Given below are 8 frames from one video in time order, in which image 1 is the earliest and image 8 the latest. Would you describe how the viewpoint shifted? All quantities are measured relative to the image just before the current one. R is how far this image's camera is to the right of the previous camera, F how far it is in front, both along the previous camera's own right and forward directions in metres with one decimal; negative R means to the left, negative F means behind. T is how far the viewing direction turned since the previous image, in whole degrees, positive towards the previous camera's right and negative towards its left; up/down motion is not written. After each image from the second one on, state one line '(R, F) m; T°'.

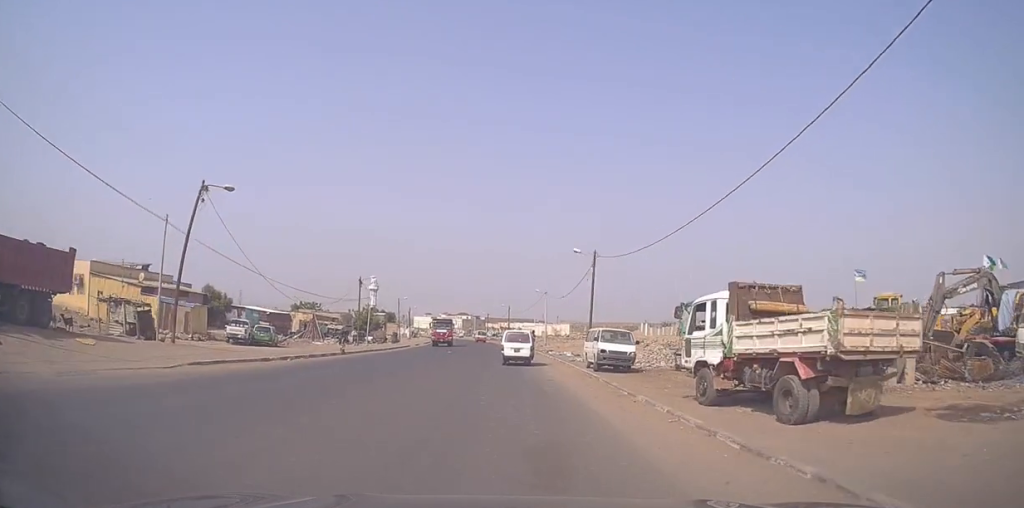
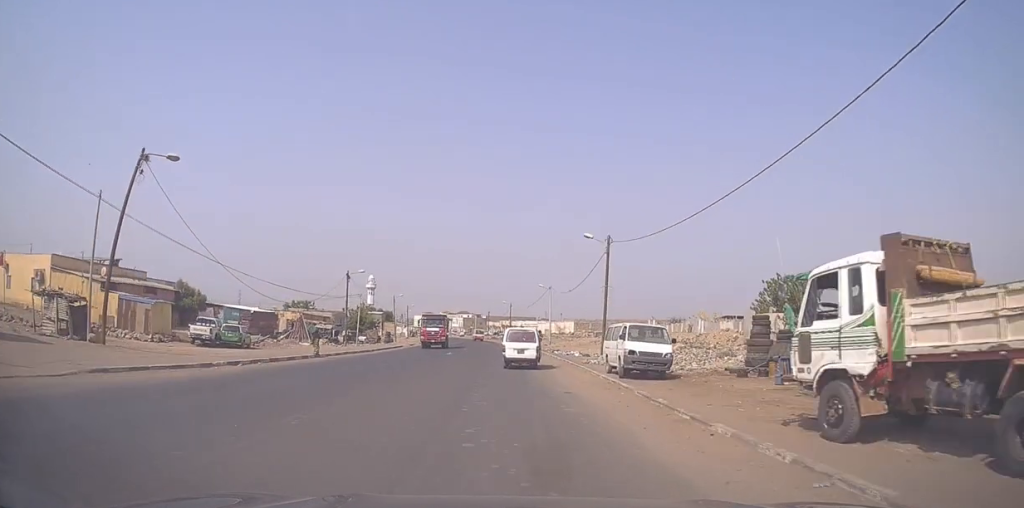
(0.0, +5.5) m; -1°
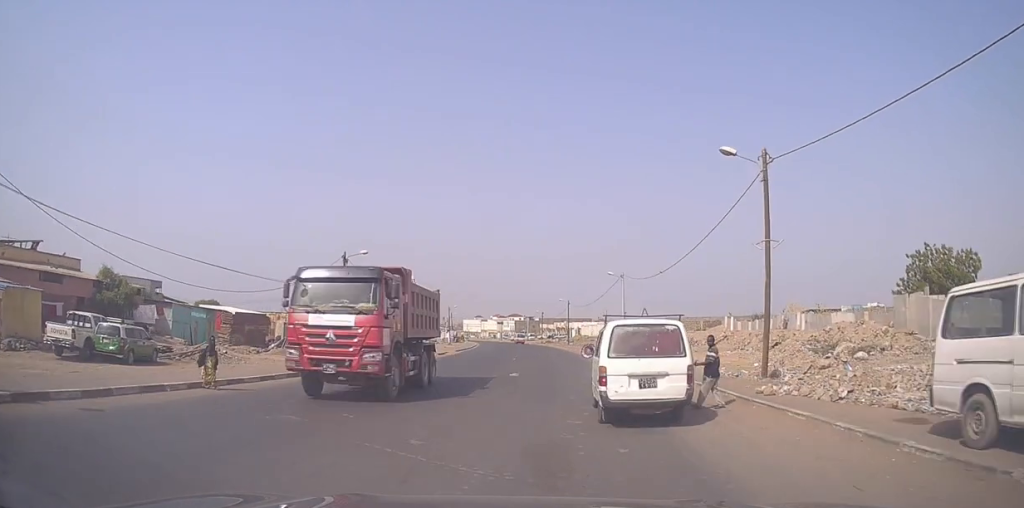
(-1.0, +18.1) m; -6°
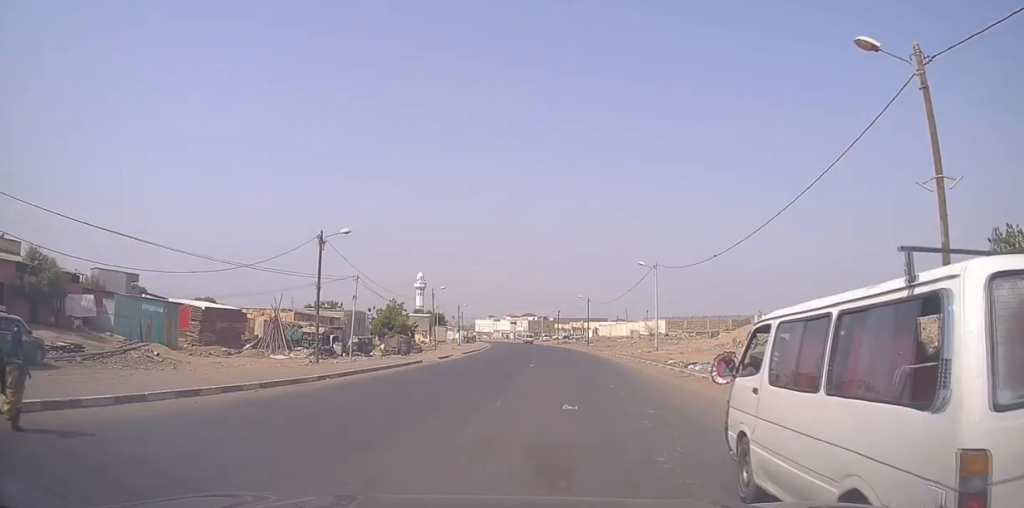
(0.0, +8.5) m; +2°
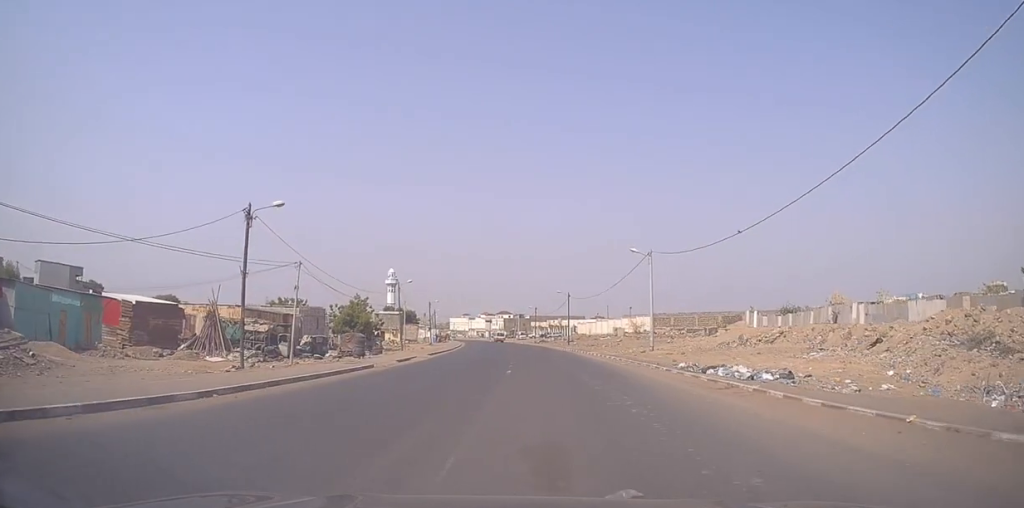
(+0.3, +7.0) m; 0°
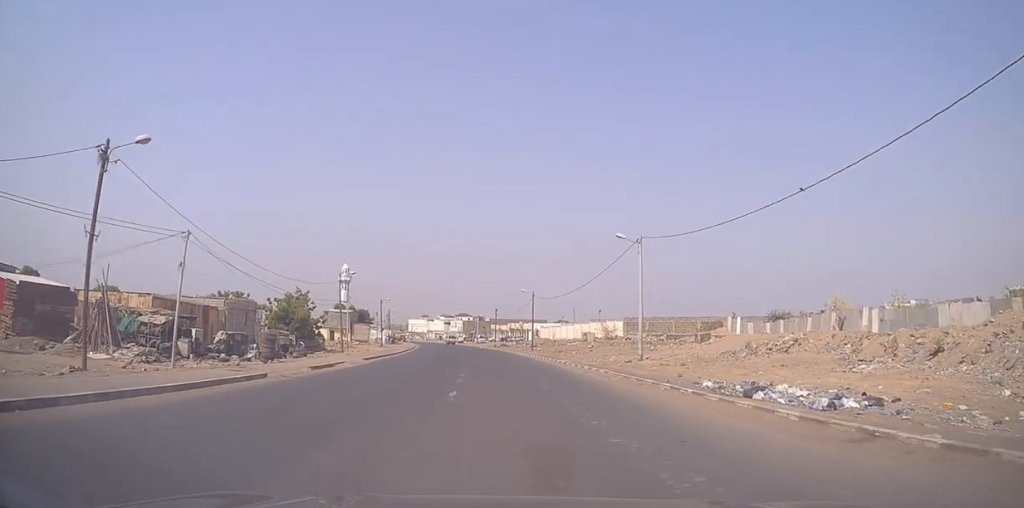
(-0.3, +9.3) m; 0°
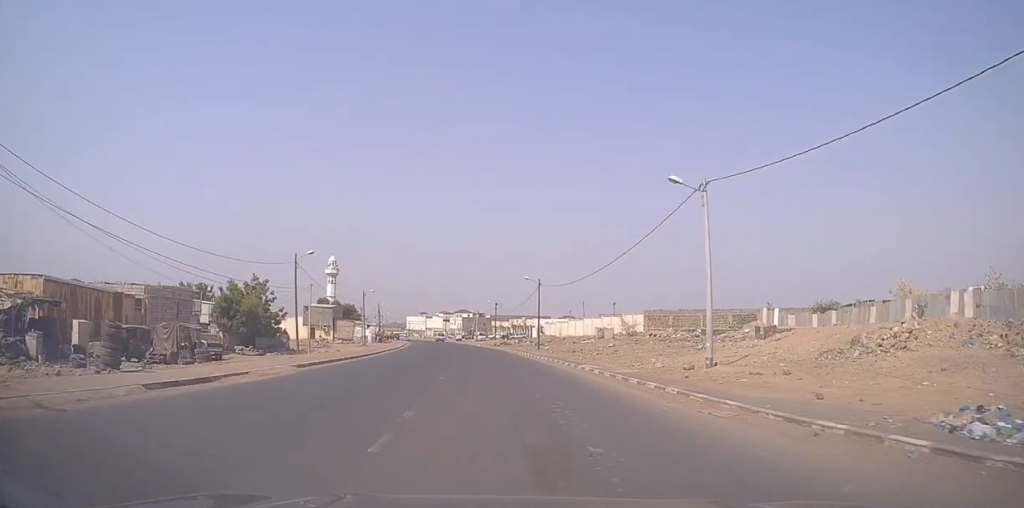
(+0.6, +12.2) m; +3°
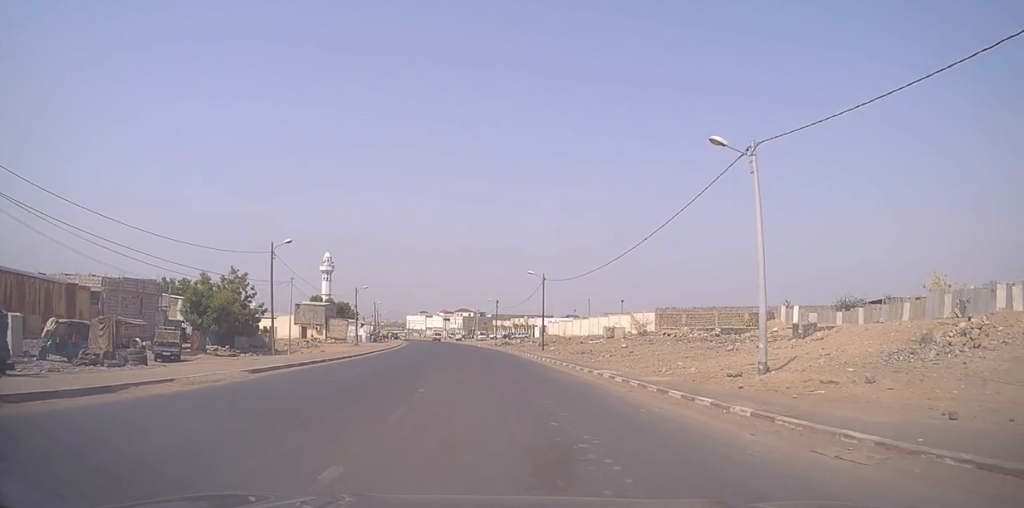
(+0.1, +4.8) m; -1°
